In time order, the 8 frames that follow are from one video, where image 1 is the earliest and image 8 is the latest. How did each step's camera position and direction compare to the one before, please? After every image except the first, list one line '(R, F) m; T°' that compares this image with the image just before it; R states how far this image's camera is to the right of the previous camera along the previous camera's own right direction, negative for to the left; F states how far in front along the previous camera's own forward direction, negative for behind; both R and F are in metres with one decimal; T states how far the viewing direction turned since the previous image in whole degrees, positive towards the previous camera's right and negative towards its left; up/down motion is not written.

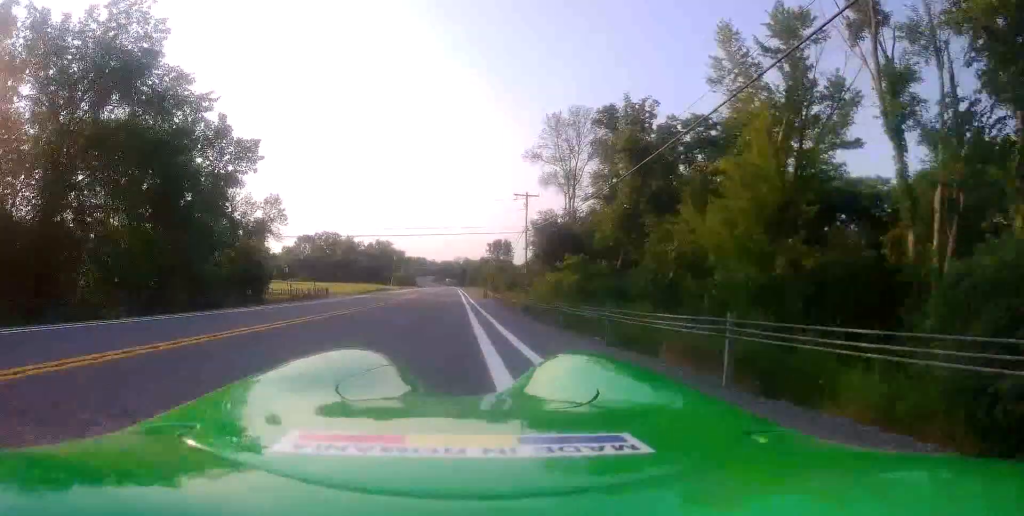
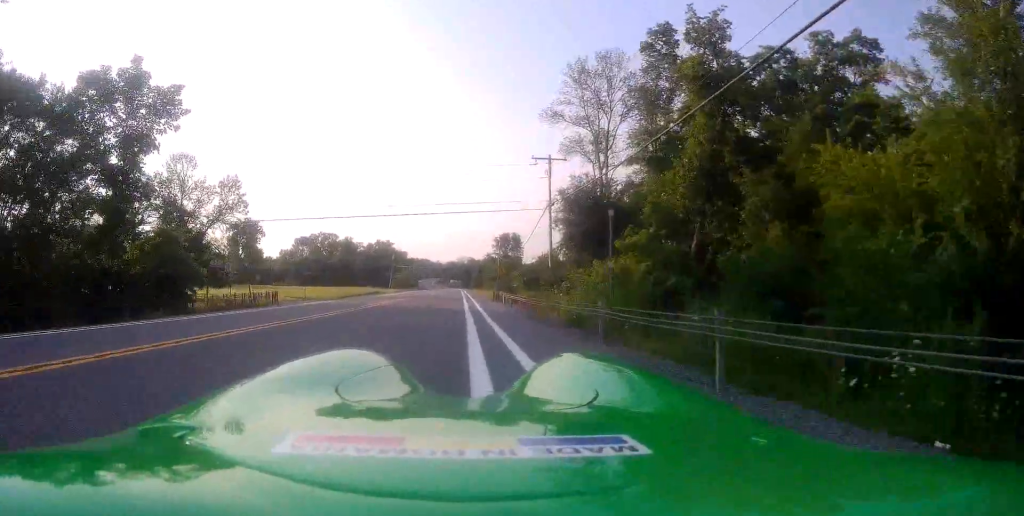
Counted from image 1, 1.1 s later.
(-0.2, +14.1) m; -1°
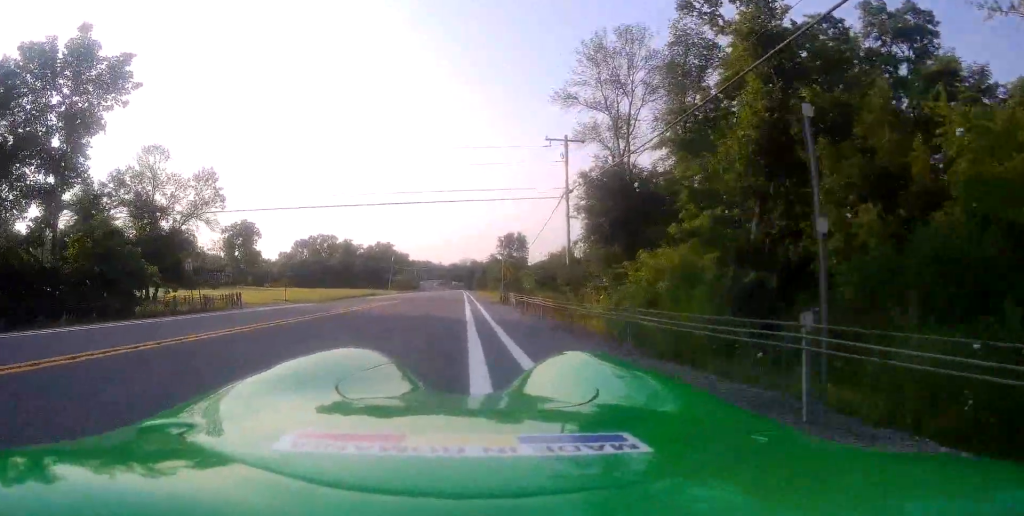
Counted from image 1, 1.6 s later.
(0.0, +6.3) m; 0°
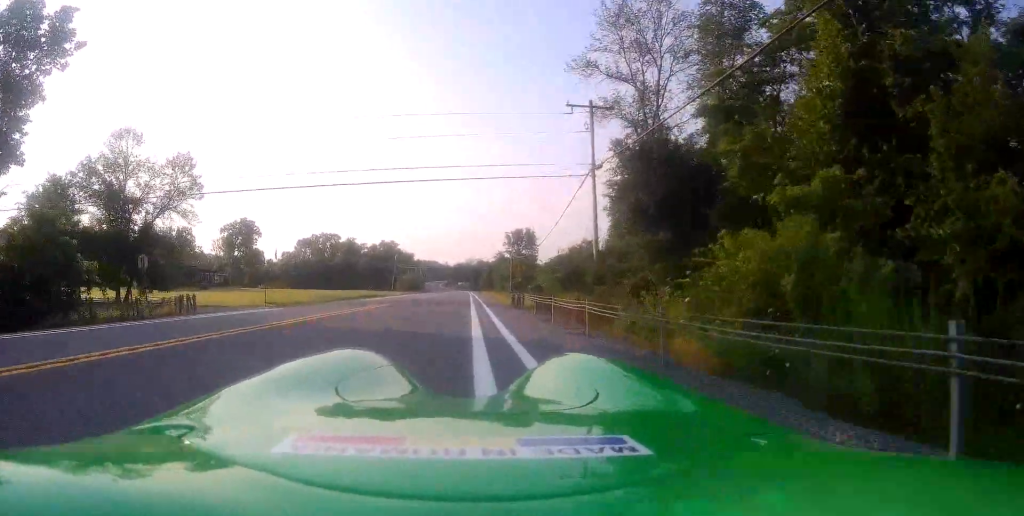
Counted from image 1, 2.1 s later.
(0.0, +5.8) m; -1°
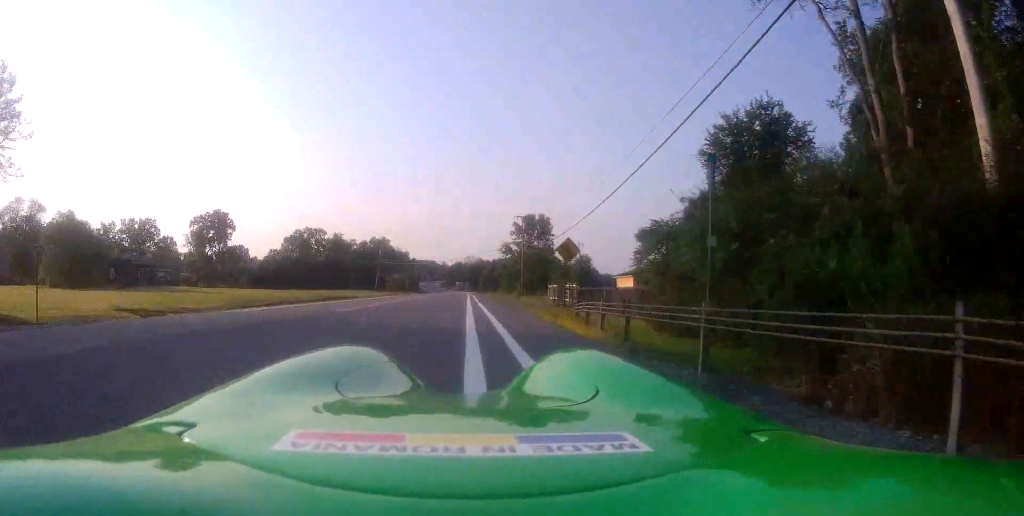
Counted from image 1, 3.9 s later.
(-0.4, +23.1) m; 0°
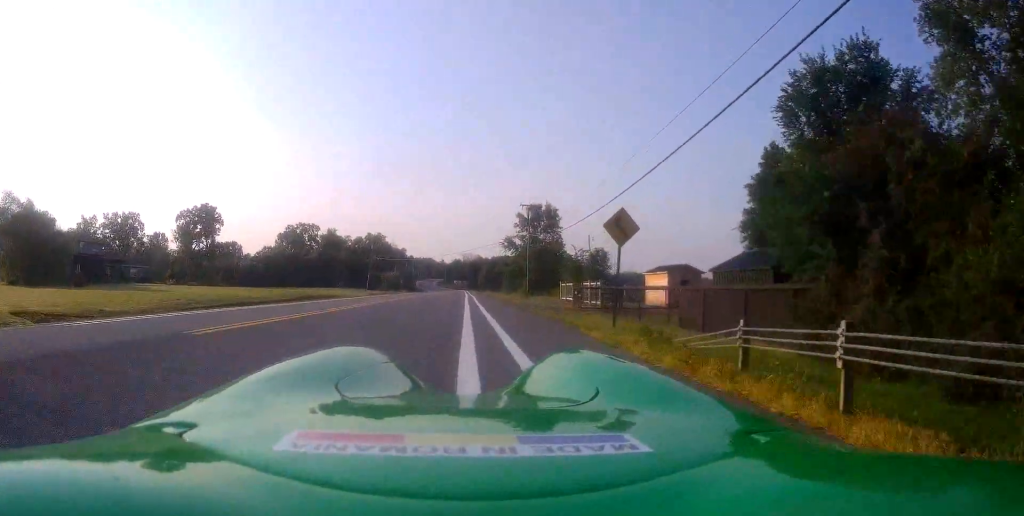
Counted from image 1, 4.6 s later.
(+0.2, +8.8) m; +1°
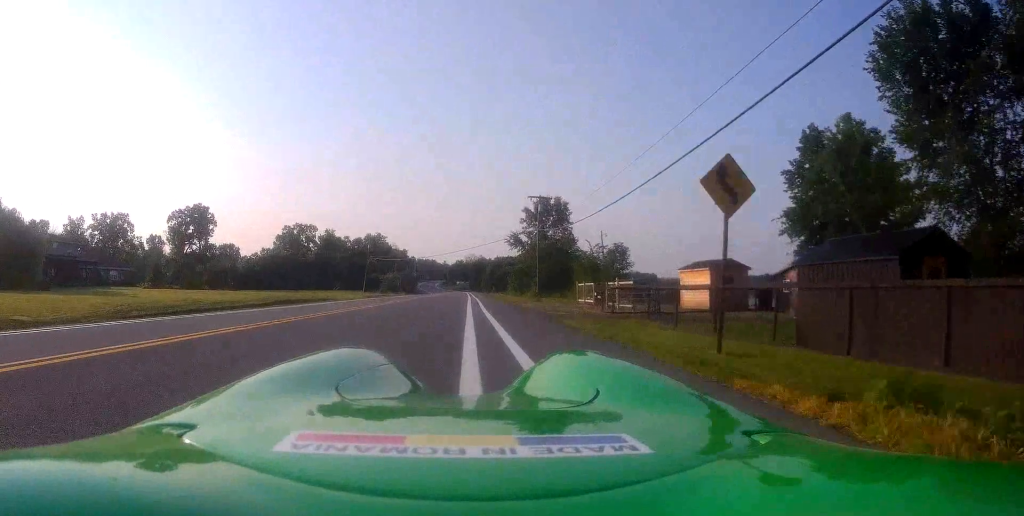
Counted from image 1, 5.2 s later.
(0.0, +6.6) m; -2°
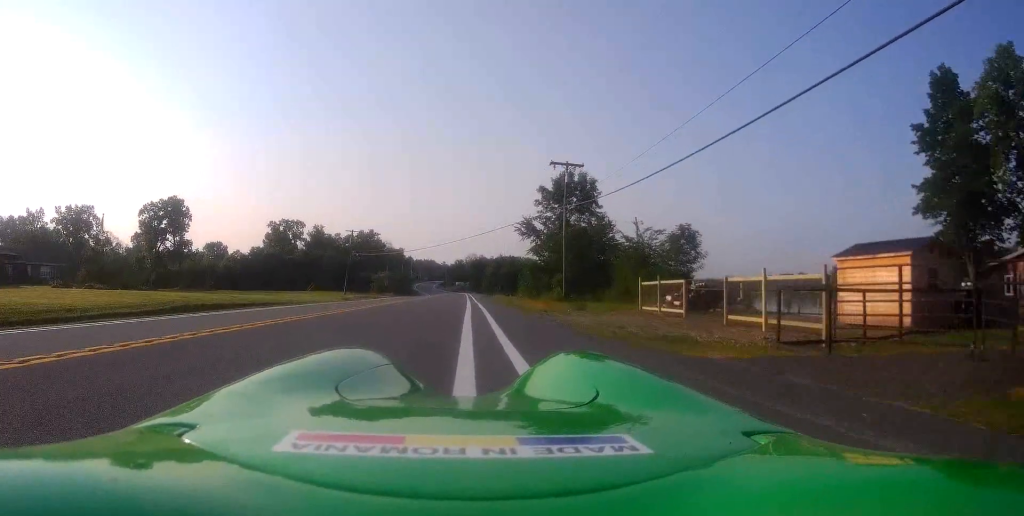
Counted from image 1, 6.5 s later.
(-0.7, +16.1) m; -1°
